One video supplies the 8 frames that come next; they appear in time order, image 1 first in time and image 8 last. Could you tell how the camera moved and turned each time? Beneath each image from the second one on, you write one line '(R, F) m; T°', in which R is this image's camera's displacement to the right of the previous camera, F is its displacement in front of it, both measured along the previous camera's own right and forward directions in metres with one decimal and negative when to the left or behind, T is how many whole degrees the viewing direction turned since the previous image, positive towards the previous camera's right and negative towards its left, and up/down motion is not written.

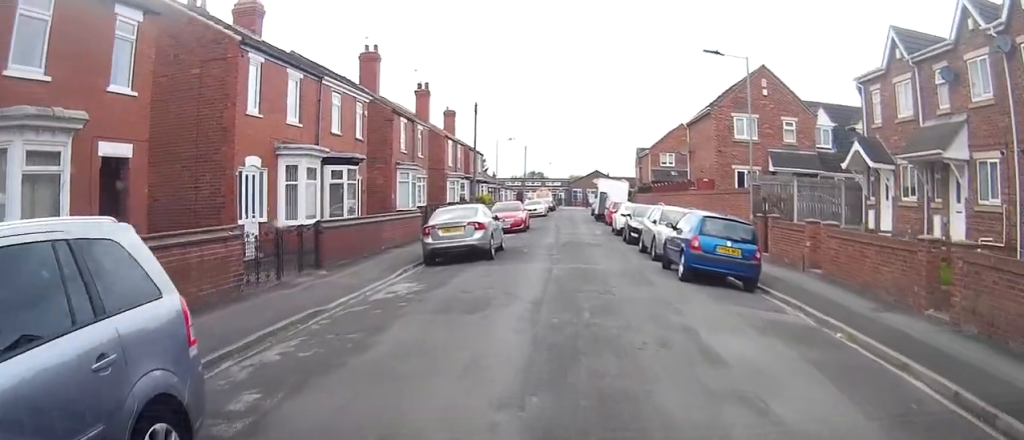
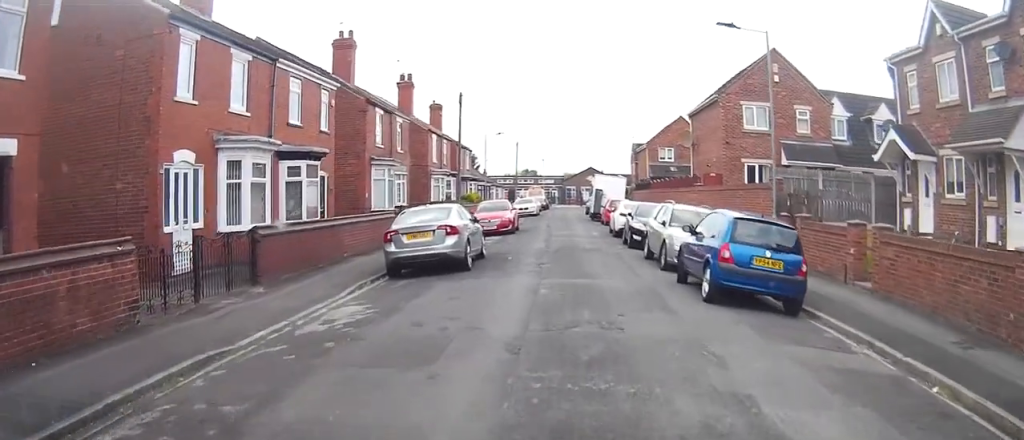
(+0.1, +3.4) m; -1°
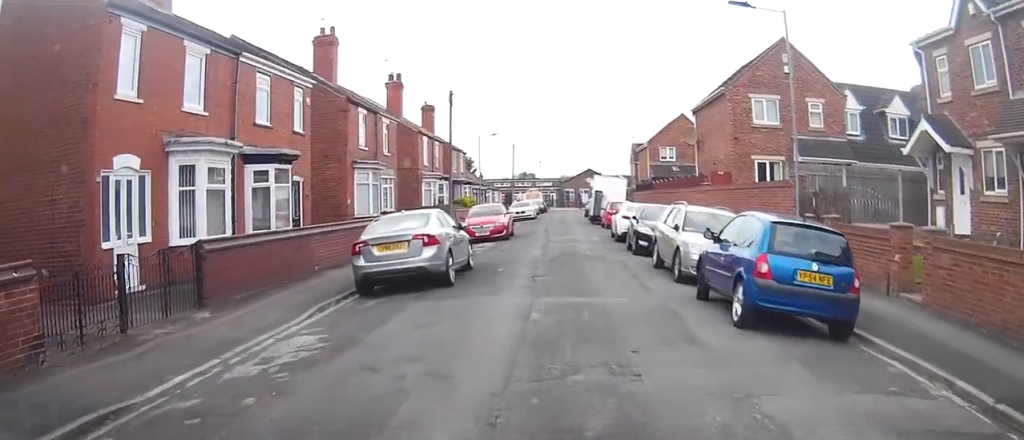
(0.0, +2.3) m; -1°
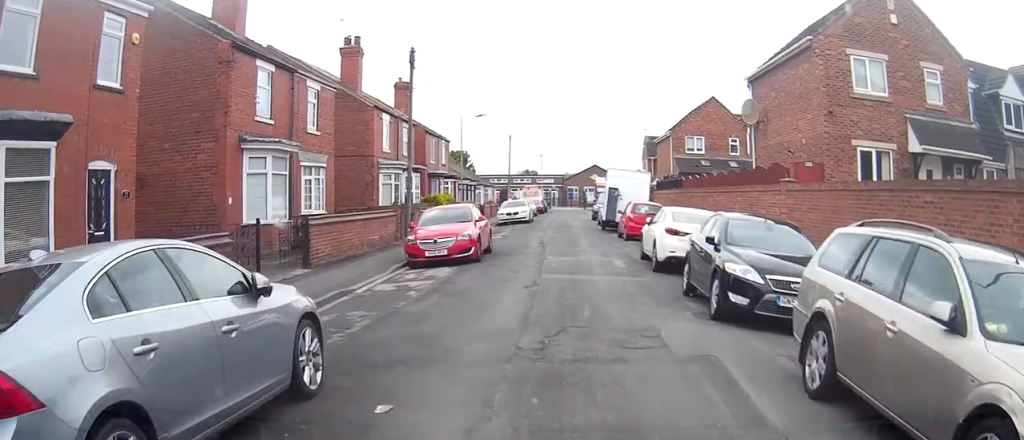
(-0.1, +11.3) m; +1°
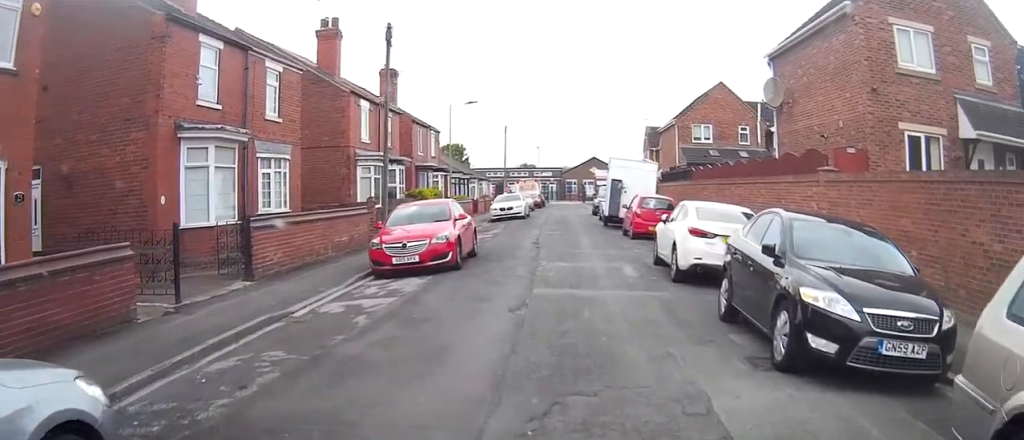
(0.0, +3.3) m; +1°
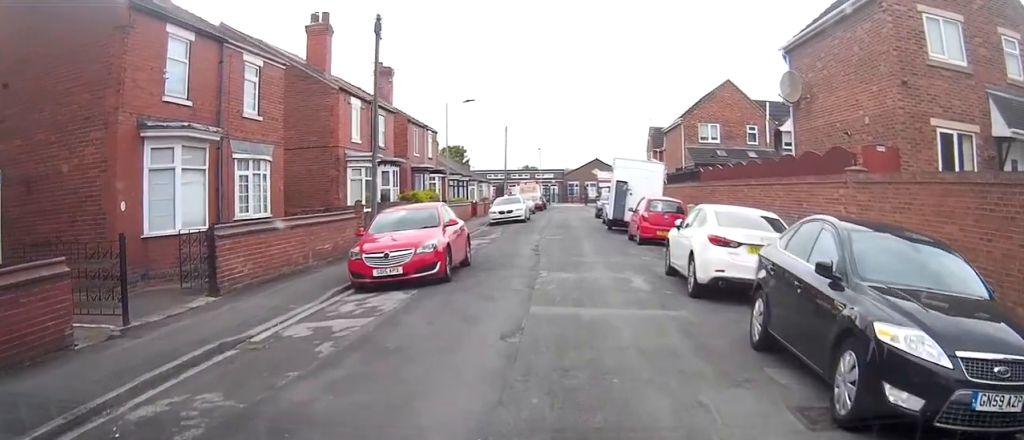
(0.0, +1.7) m; 0°
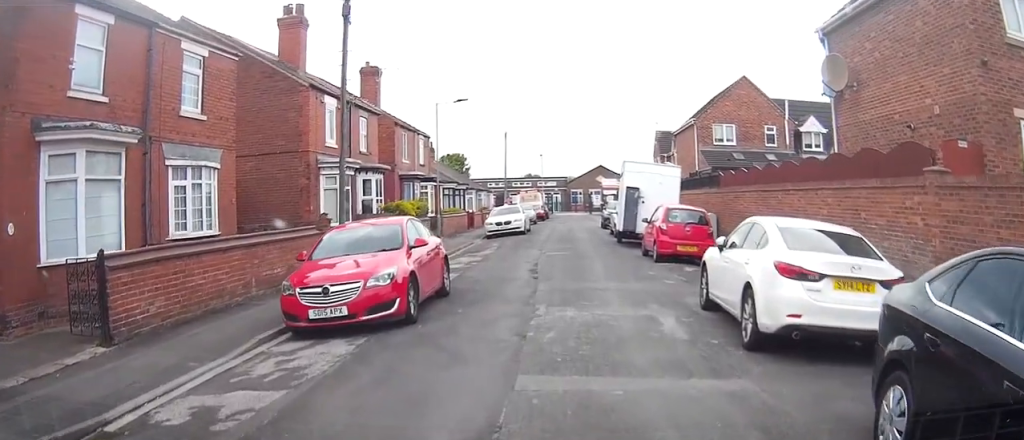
(0.0, +3.6) m; -3°
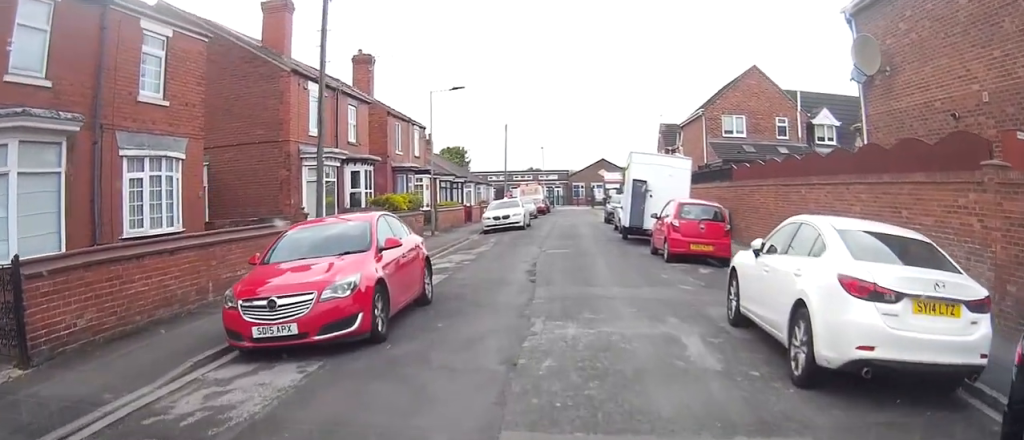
(-0.1, +1.8) m; -2°
